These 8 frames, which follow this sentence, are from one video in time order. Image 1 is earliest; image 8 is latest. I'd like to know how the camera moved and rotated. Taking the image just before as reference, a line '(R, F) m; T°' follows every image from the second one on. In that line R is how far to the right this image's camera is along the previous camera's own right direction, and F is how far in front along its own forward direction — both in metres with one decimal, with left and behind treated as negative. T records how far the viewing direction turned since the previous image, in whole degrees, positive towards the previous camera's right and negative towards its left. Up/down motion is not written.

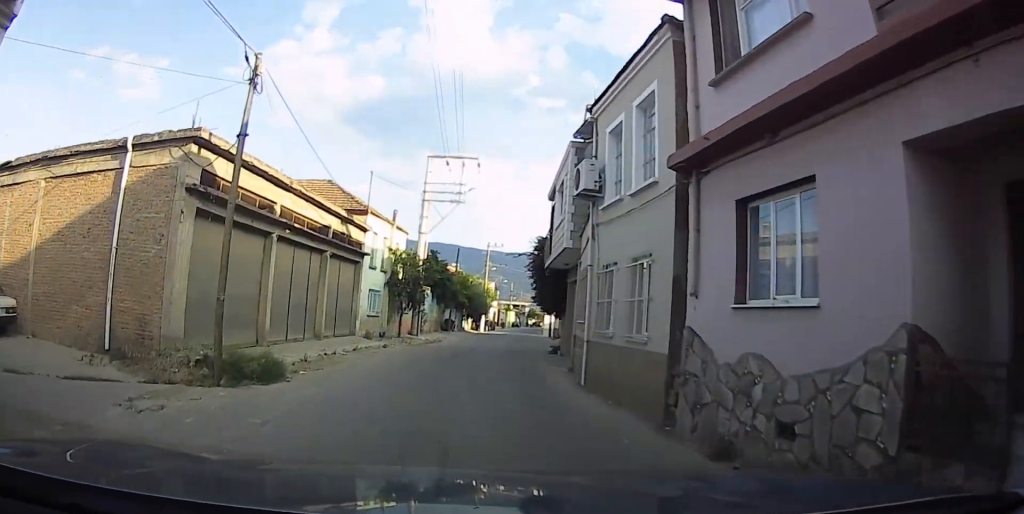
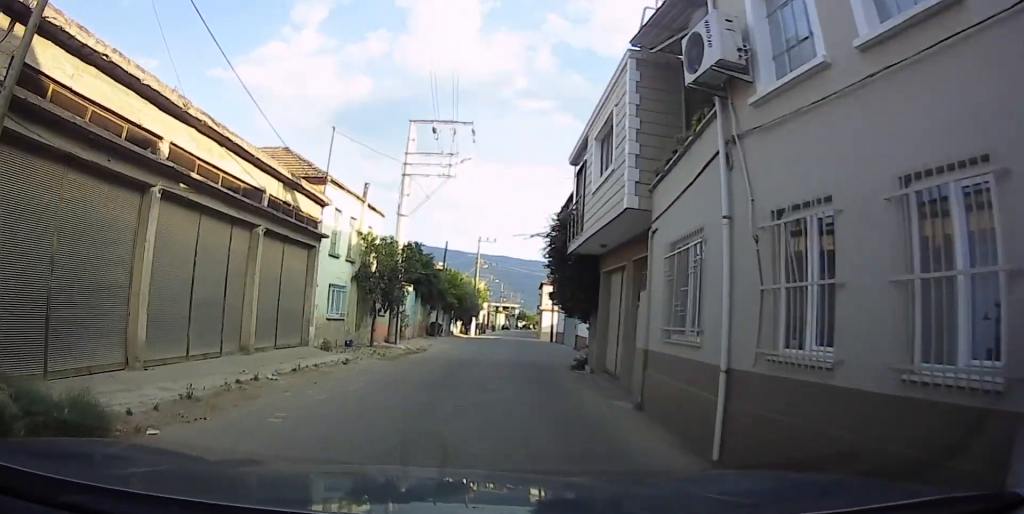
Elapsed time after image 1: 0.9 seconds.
(+0.2, +6.4) m; +4°
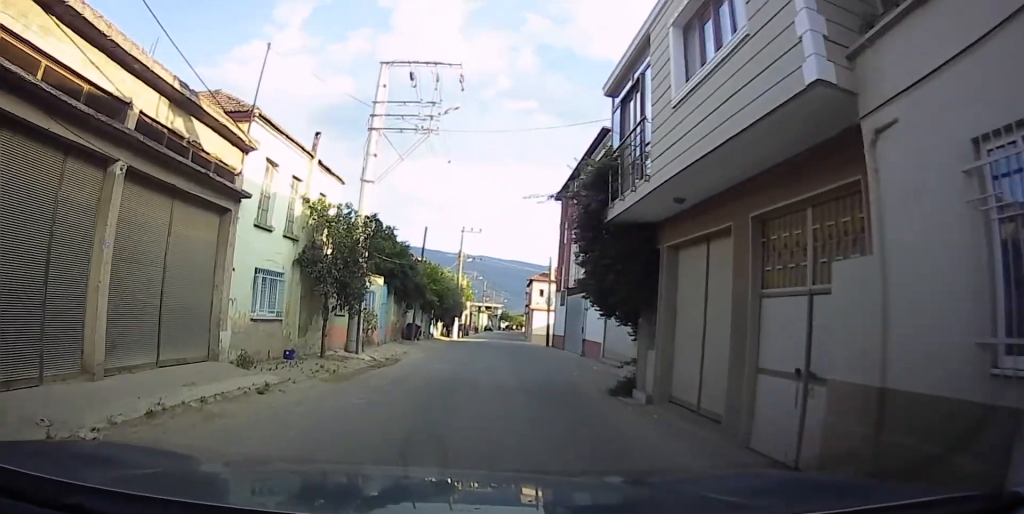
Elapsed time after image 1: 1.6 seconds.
(+0.4, +5.9) m; +1°
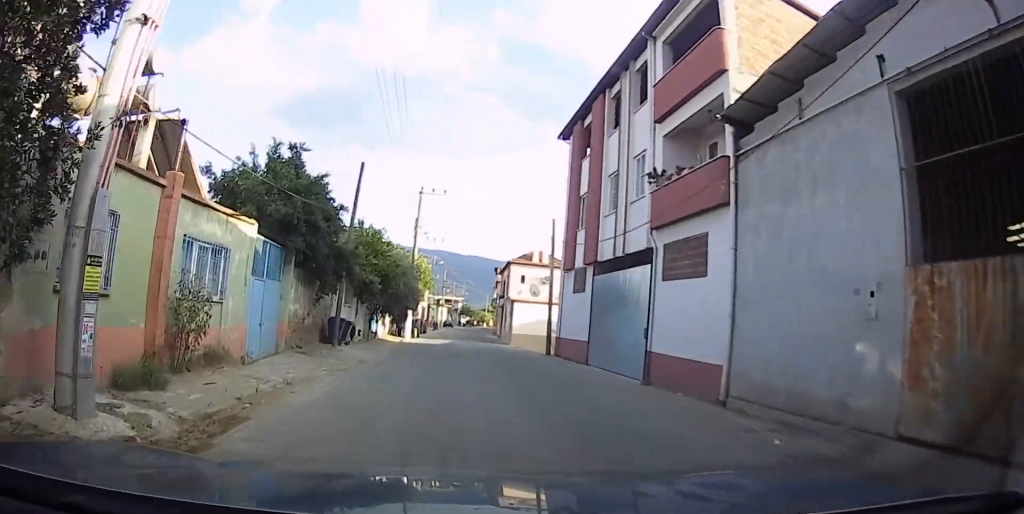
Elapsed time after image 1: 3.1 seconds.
(-2.5, +12.9) m; -11°
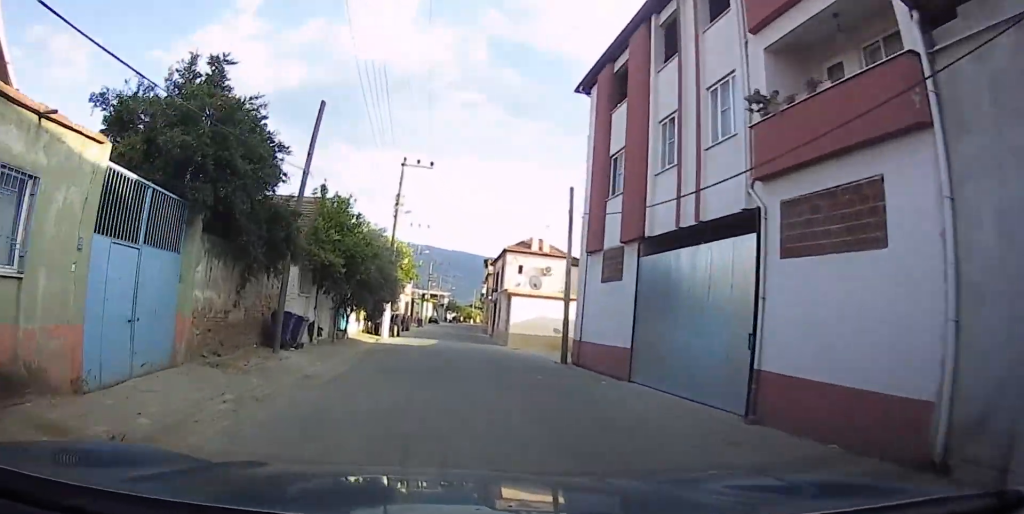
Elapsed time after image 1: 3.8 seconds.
(0.0, +6.2) m; +5°
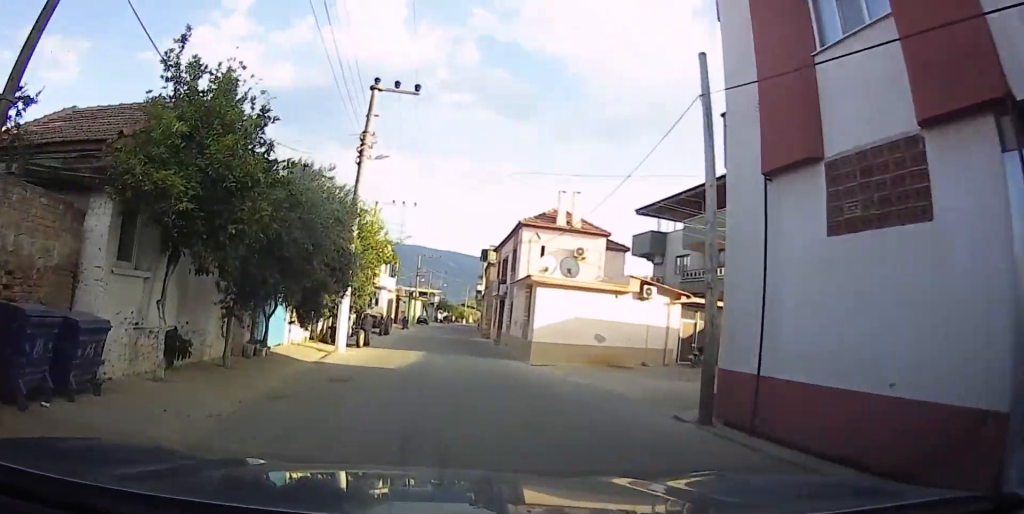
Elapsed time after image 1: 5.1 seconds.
(+2.0, +12.5) m; +9°
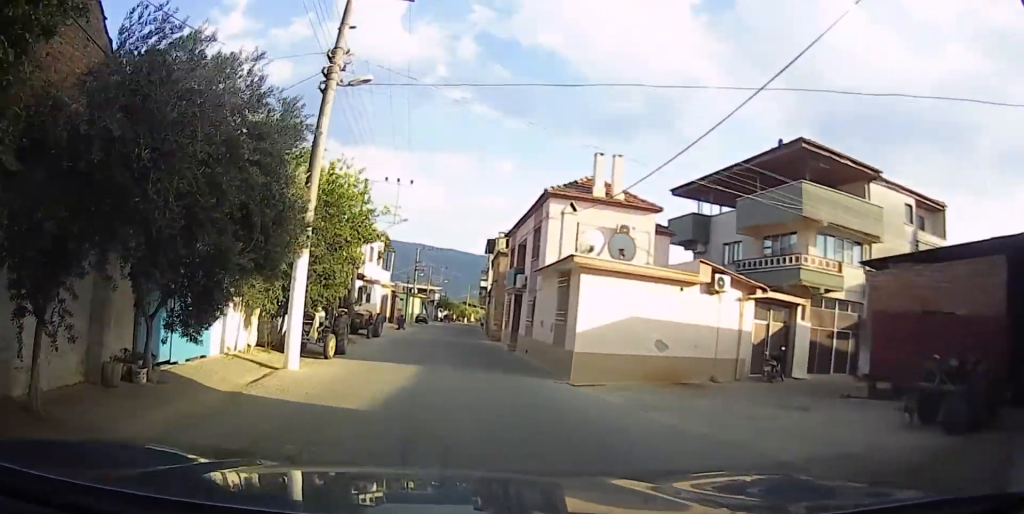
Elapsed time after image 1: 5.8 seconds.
(0.0, +7.6) m; 0°
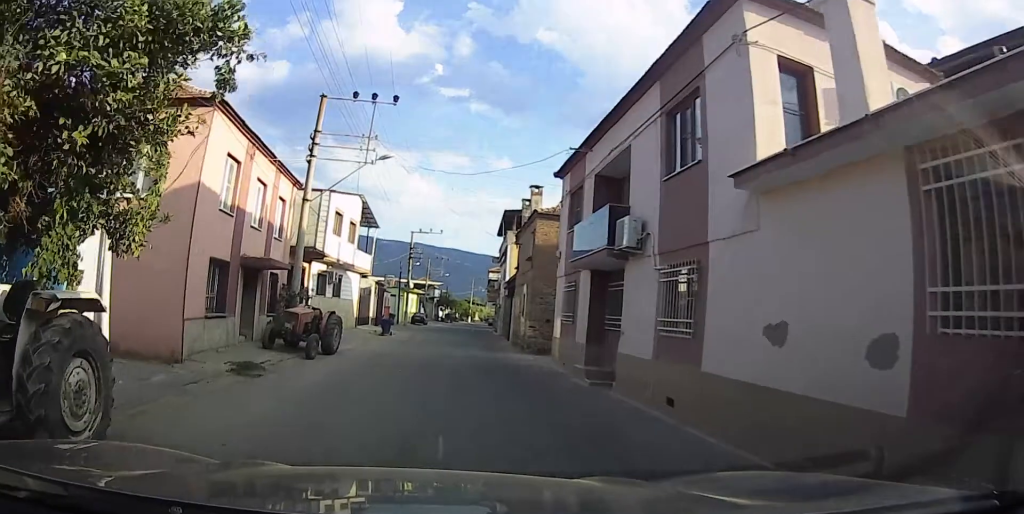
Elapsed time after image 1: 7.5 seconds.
(0.0, +15.5) m; -2°
